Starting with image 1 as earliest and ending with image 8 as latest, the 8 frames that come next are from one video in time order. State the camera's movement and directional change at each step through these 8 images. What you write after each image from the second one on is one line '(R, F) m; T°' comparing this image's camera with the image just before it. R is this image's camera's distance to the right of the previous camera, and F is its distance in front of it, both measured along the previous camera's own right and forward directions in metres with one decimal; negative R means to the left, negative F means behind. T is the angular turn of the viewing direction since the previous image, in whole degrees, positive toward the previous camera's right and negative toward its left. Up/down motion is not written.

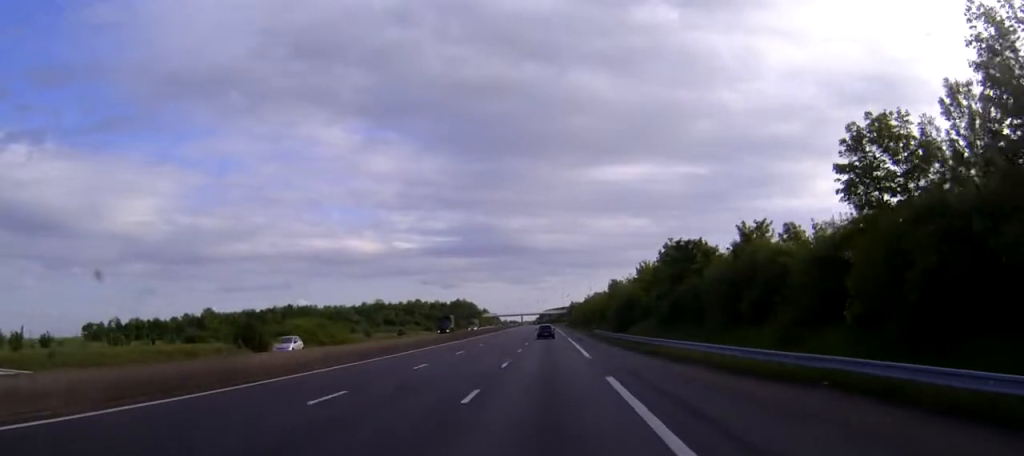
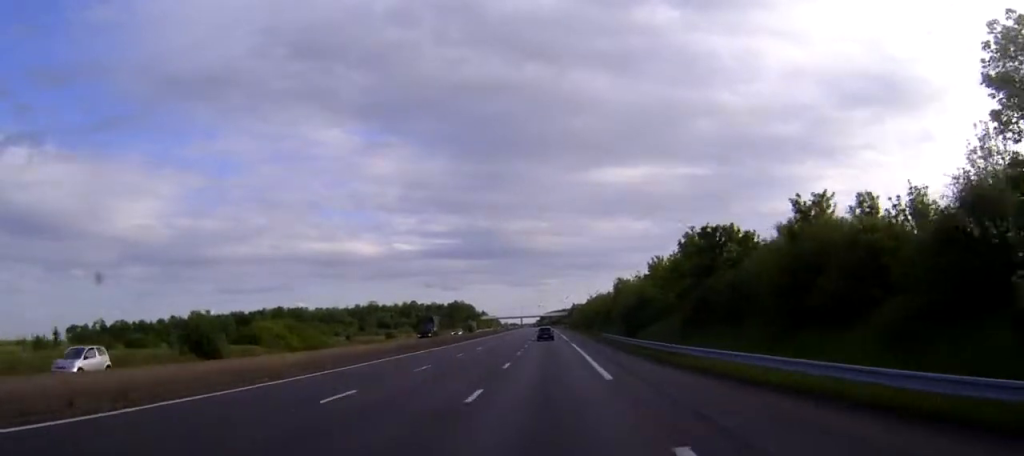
(0.0, +12.3) m; 0°
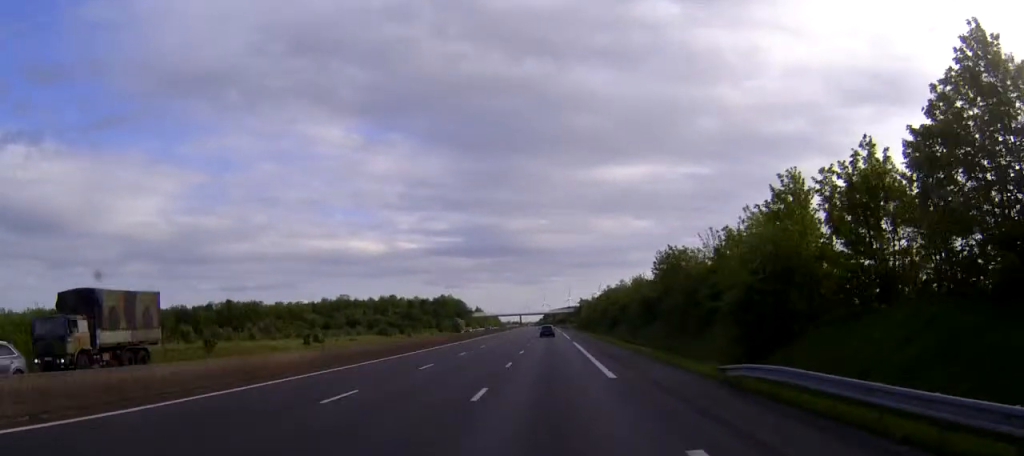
(-0.1, +52.0) m; 0°
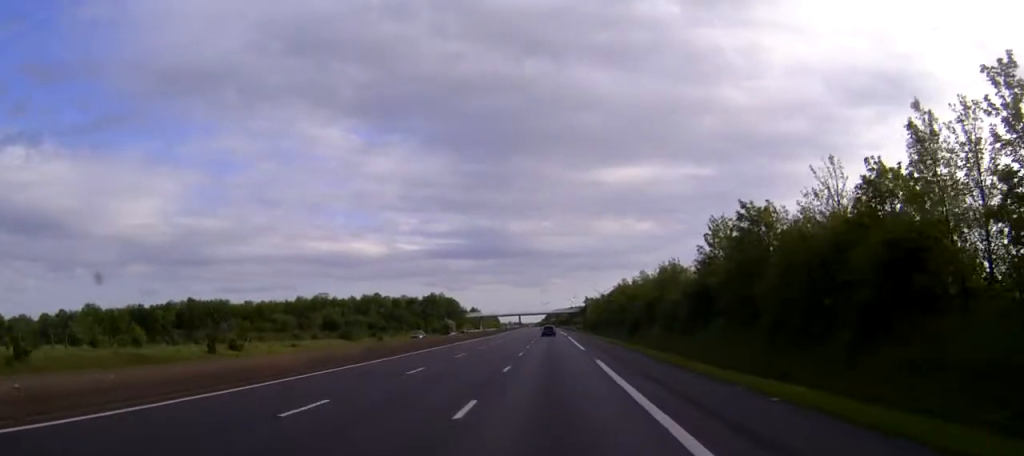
(0.0, +29.4) m; 0°
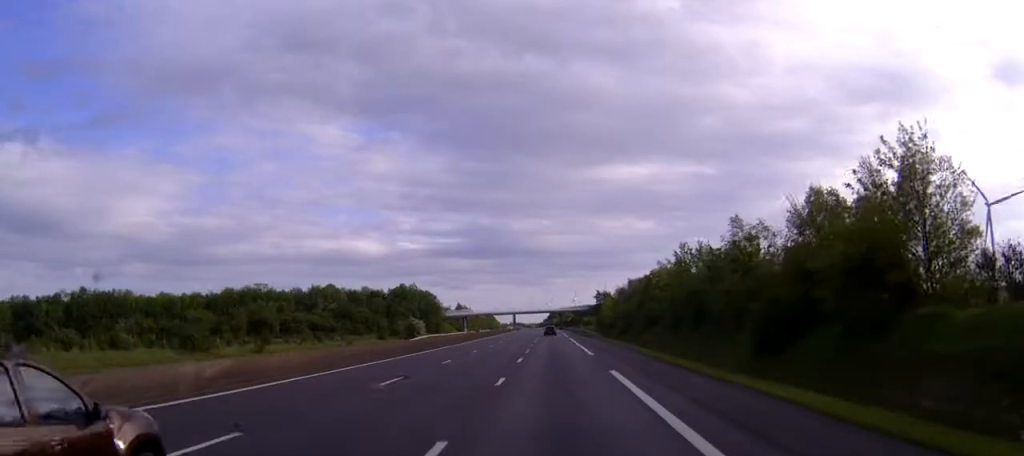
(-0.1, +57.9) m; 0°
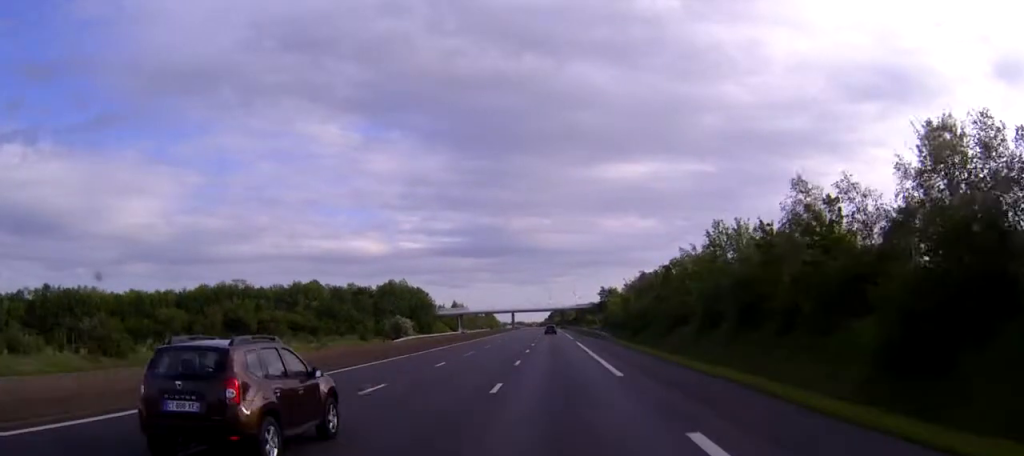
(0.0, +15.2) m; 0°
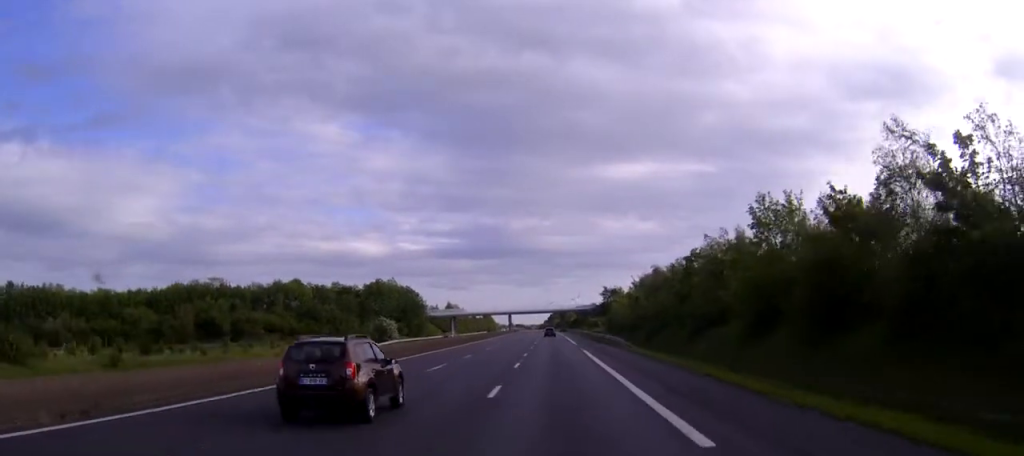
(0.0, +13.3) m; 0°
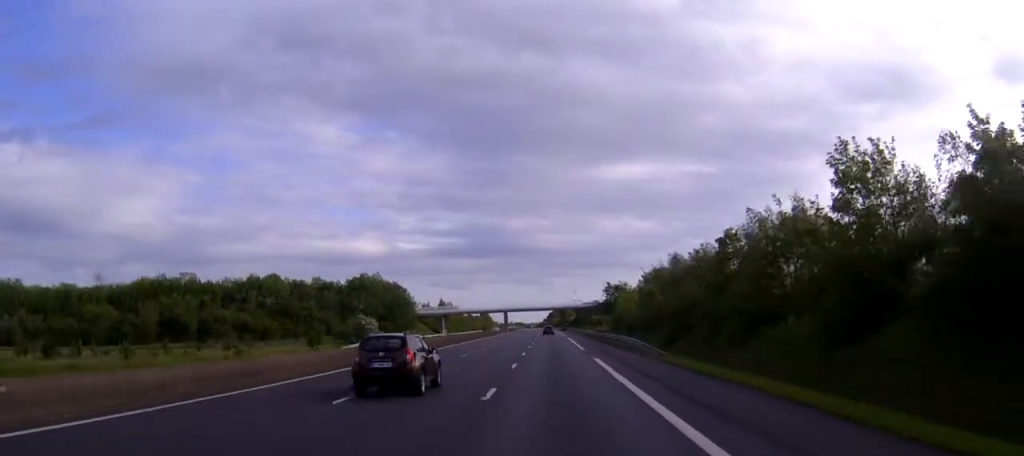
(0.0, +14.3) m; 0°
